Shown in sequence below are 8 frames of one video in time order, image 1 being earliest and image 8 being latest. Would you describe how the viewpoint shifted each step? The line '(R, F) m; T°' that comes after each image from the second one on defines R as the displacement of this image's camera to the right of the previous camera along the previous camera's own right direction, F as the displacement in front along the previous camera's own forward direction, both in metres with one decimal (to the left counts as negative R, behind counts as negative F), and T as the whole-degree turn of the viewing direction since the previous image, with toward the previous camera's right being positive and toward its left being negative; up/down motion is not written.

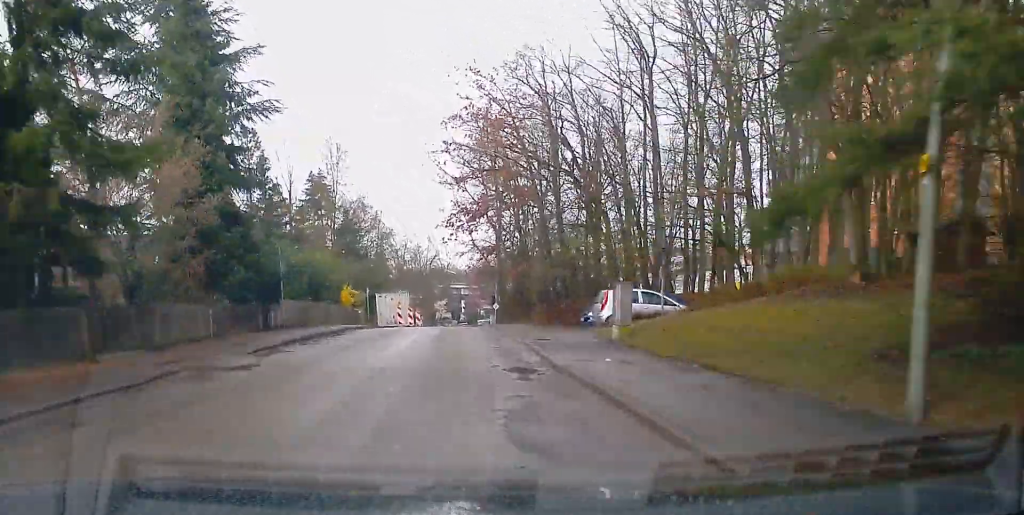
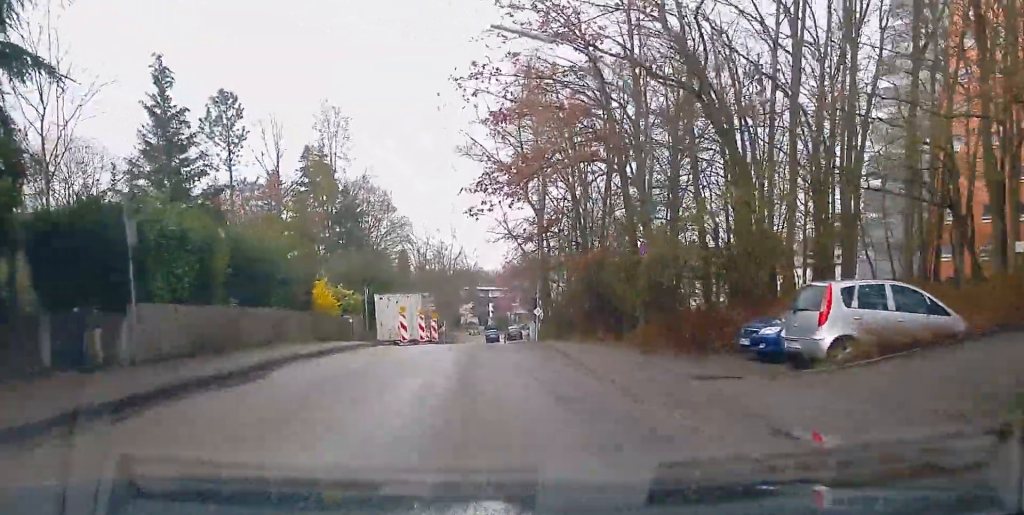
(-0.1, +14.2) m; -1°
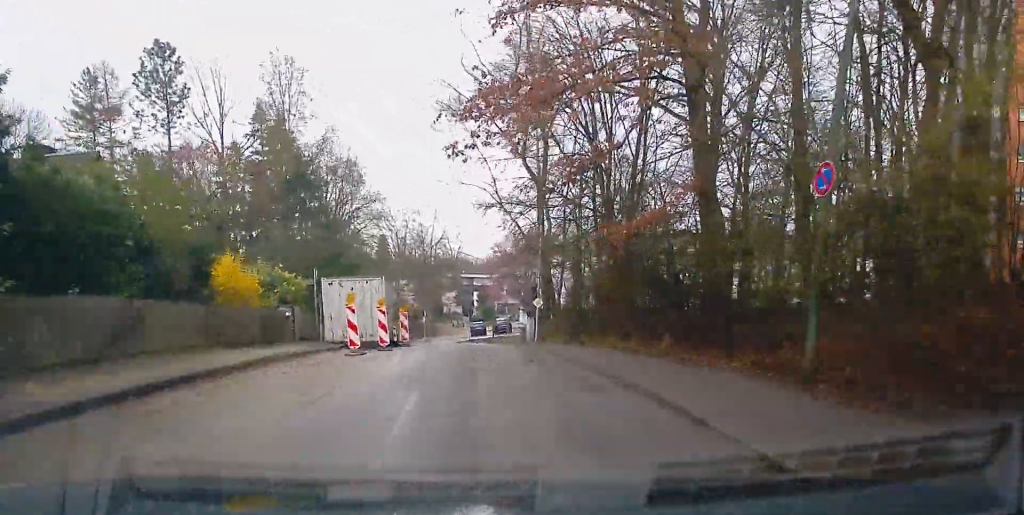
(0.0, +9.8) m; -1°
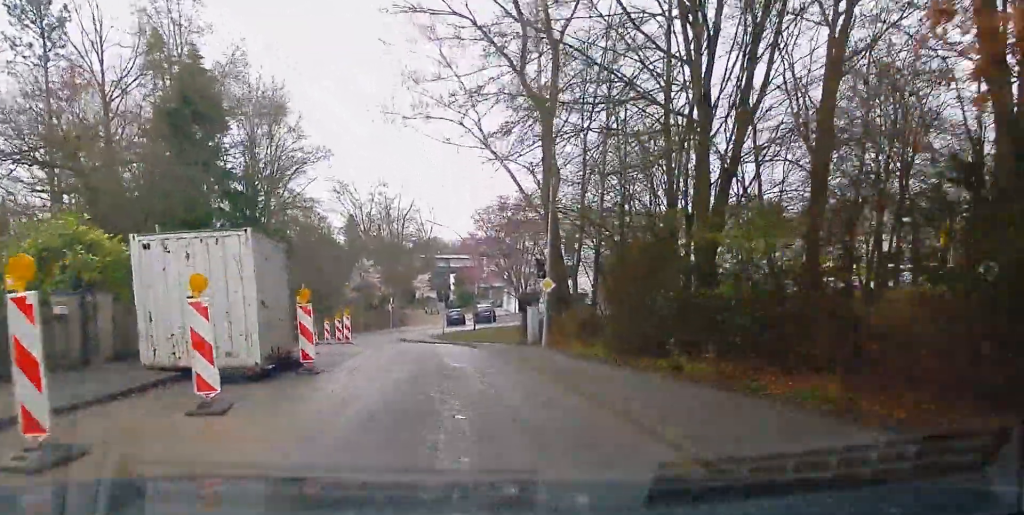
(-0.2, +14.7) m; -1°
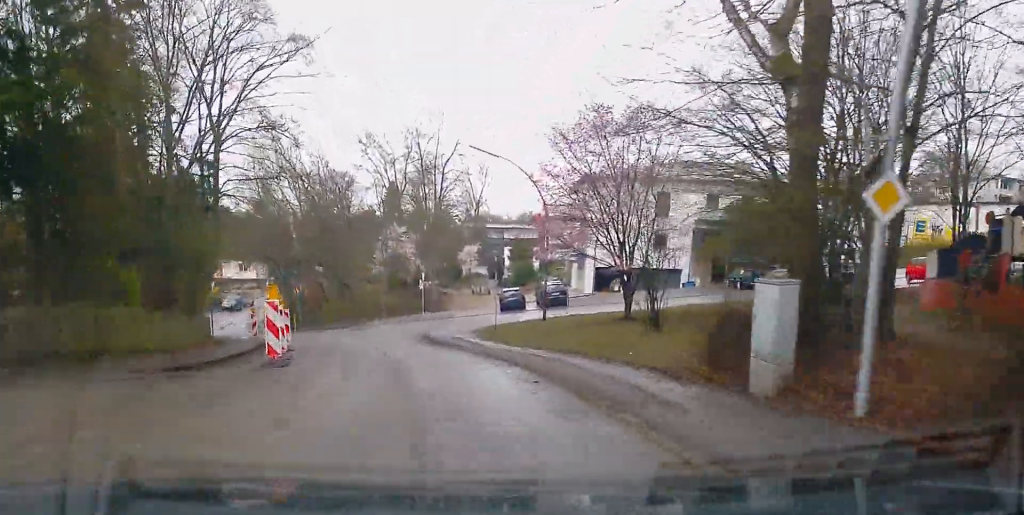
(0.0, +20.5) m; -1°
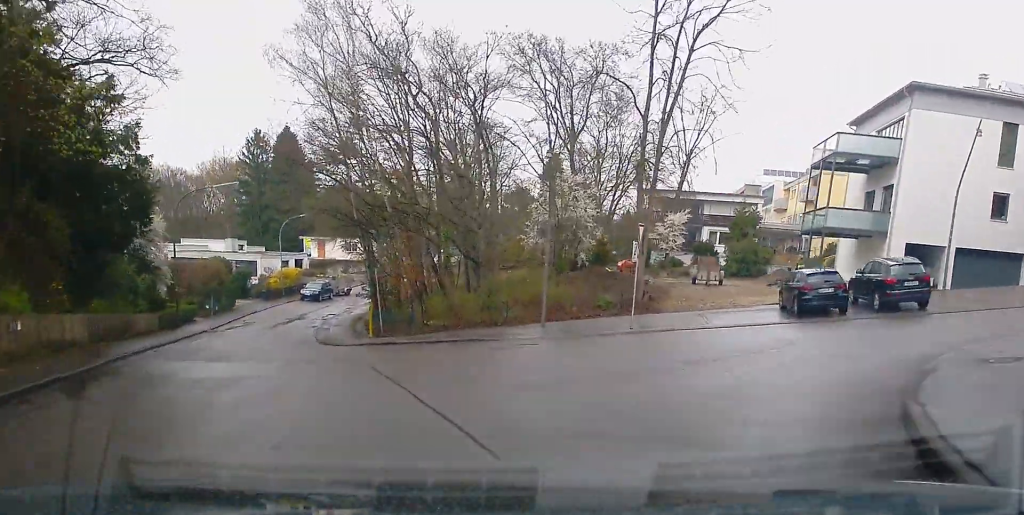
(-2.1, +27.9) m; +4°
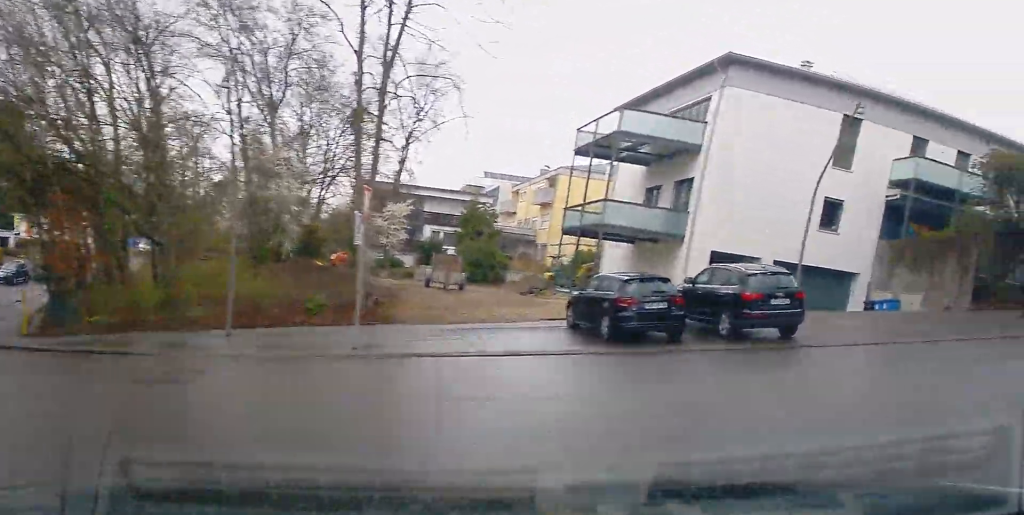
(+2.0, +7.9) m; +28°
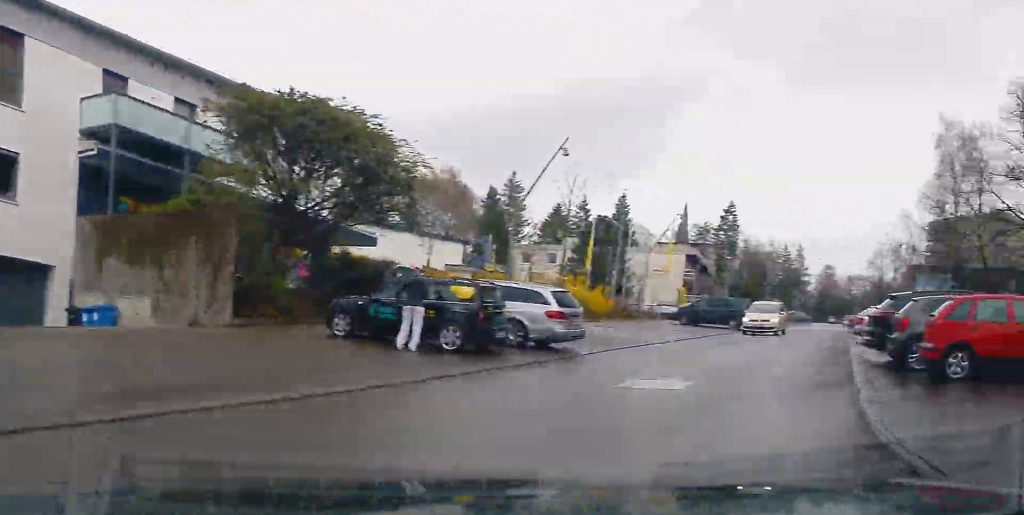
(+4.3, +9.2) m; +39°
